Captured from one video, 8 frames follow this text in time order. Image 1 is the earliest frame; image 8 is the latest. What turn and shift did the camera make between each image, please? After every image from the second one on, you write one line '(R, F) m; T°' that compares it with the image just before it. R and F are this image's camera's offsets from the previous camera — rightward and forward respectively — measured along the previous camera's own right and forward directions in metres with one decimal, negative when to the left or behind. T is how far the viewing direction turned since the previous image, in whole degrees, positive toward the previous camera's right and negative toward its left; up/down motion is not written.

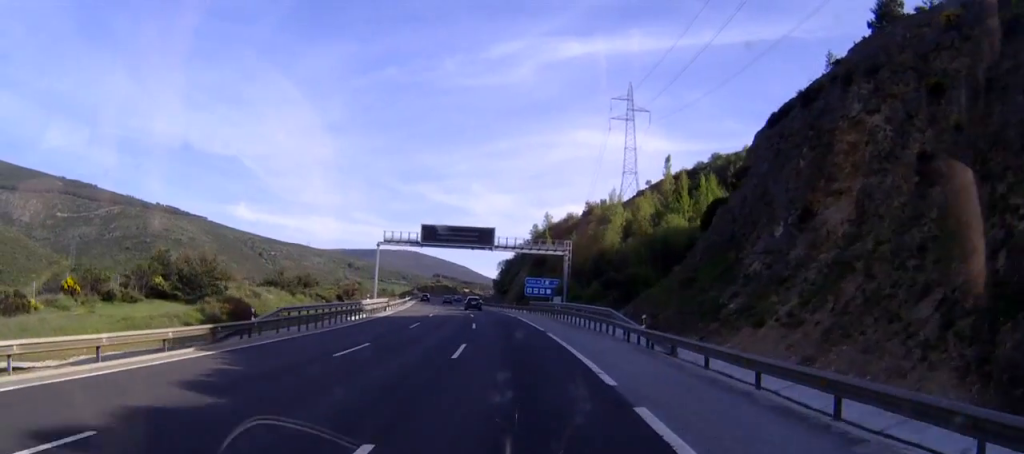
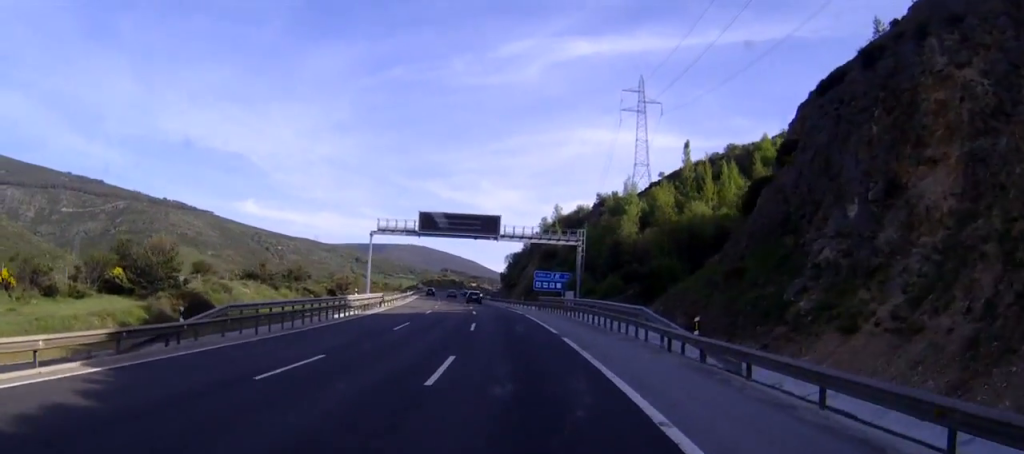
(-0.1, +7.1) m; -1°
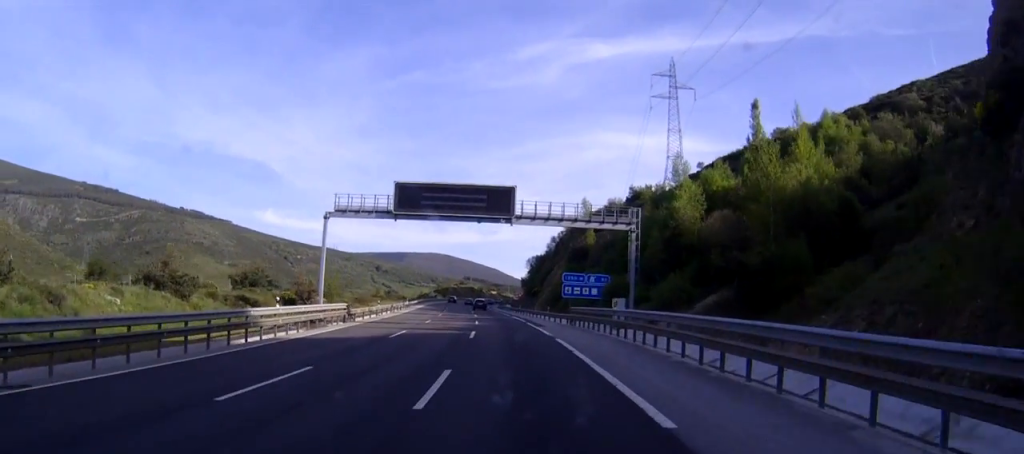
(-0.4, +21.3) m; -2°
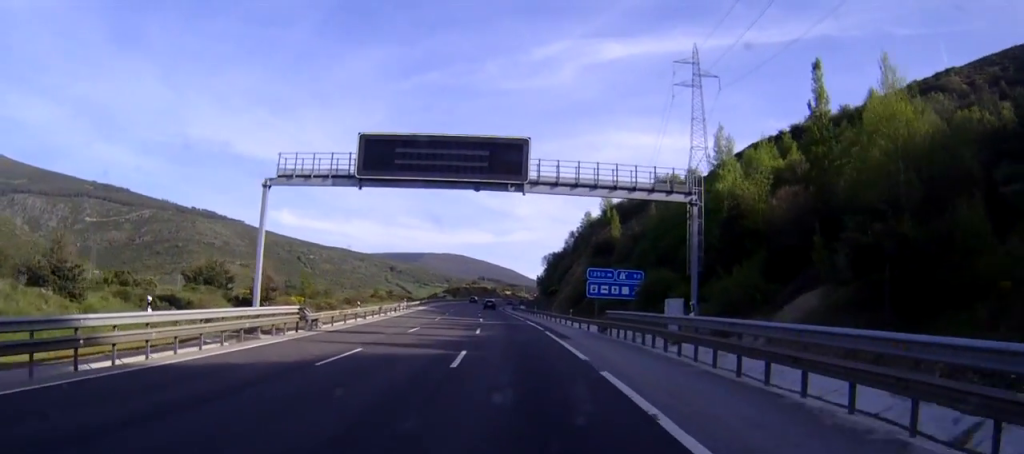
(0.0, +13.0) m; -1°
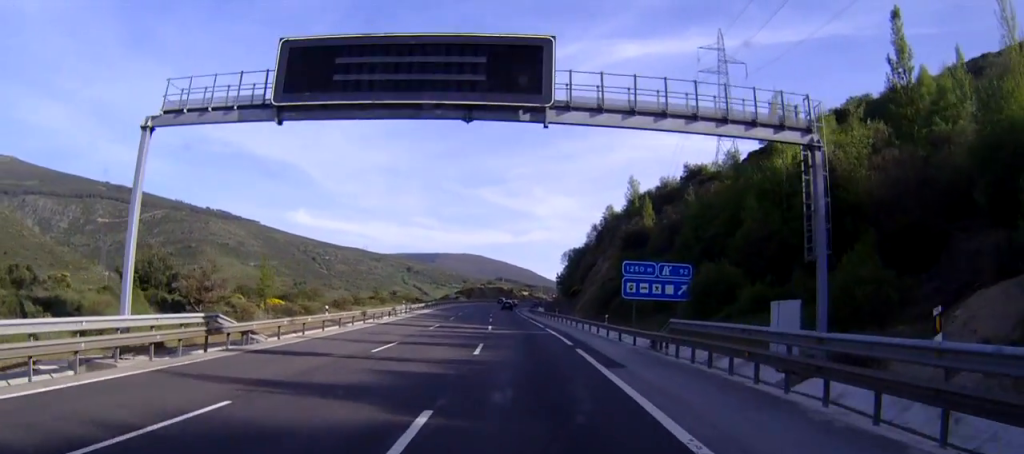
(-0.3, +12.4) m; -1°
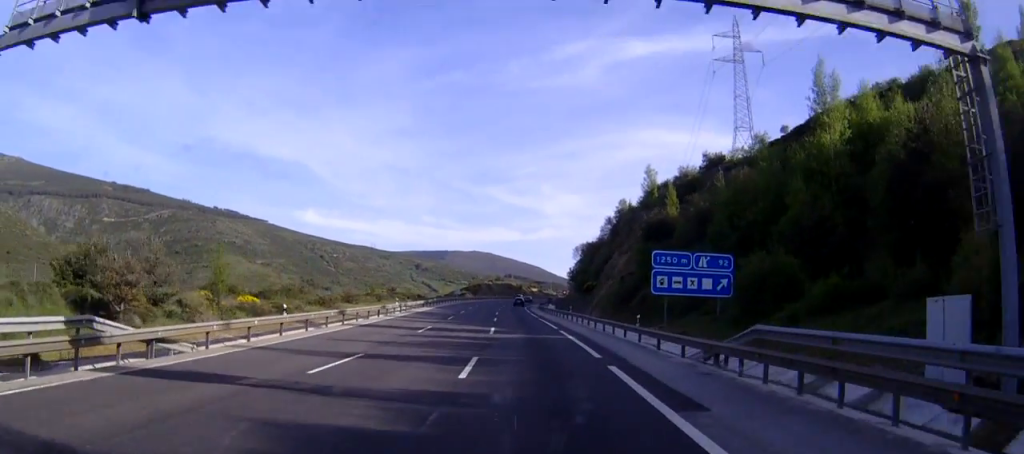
(0.0, +8.3) m; 0°
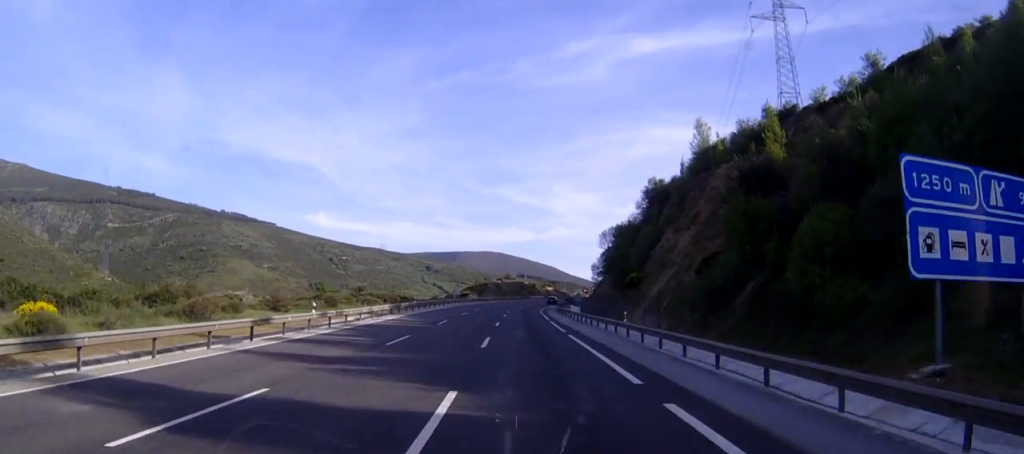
(0.0, +28.1) m; +1°
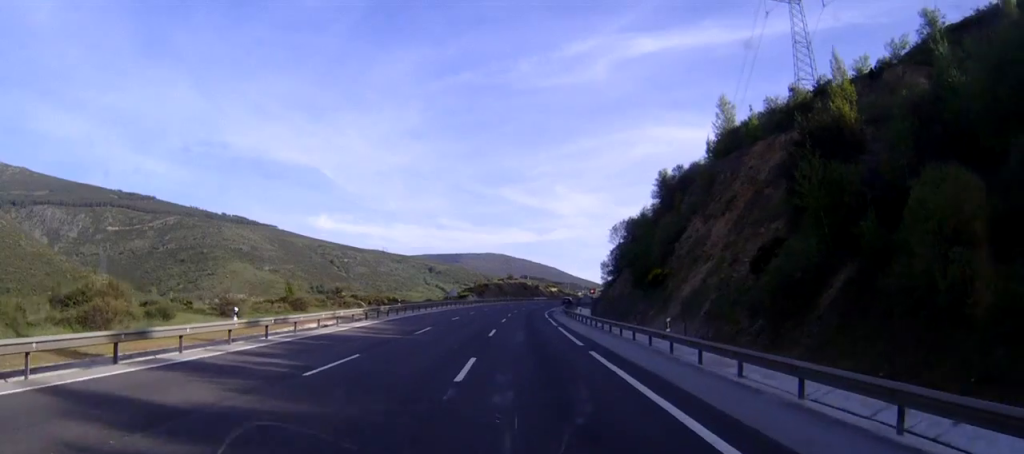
(+0.2, +10.2) m; +1°
